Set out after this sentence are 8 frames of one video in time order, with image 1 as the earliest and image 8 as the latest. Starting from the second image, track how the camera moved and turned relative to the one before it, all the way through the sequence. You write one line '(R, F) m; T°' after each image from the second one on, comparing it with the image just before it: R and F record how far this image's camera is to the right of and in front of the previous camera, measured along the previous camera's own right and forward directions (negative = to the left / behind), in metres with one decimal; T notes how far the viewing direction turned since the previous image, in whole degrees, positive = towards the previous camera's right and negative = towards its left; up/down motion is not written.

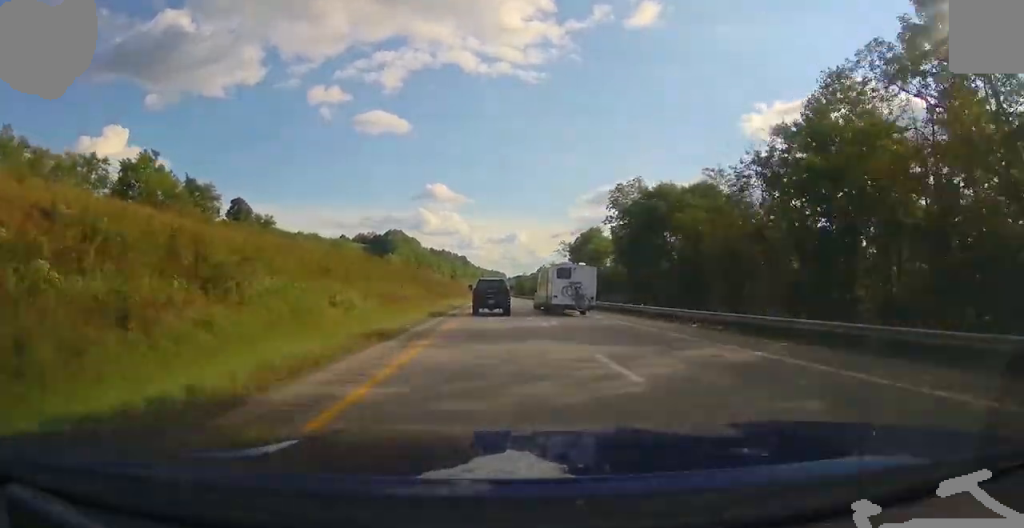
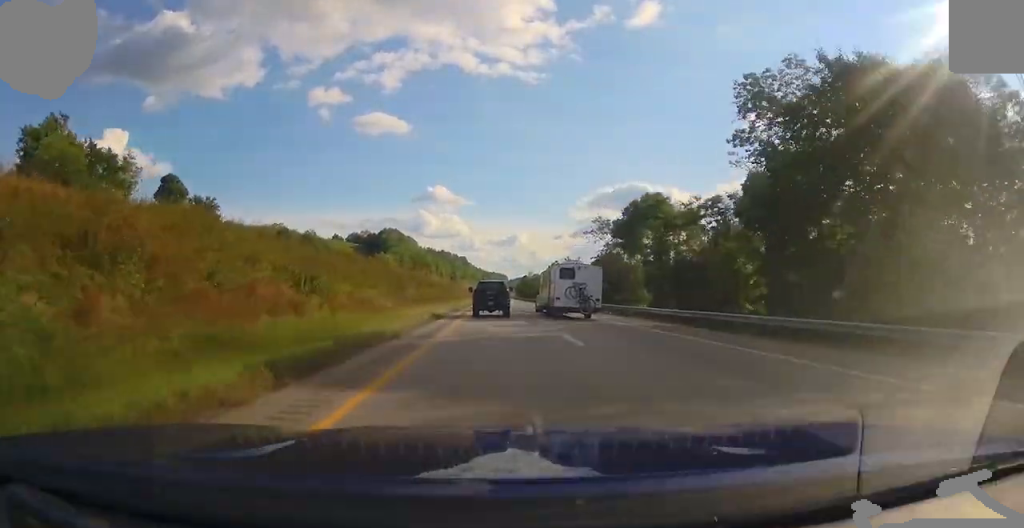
(0.0, +31.0) m; 0°
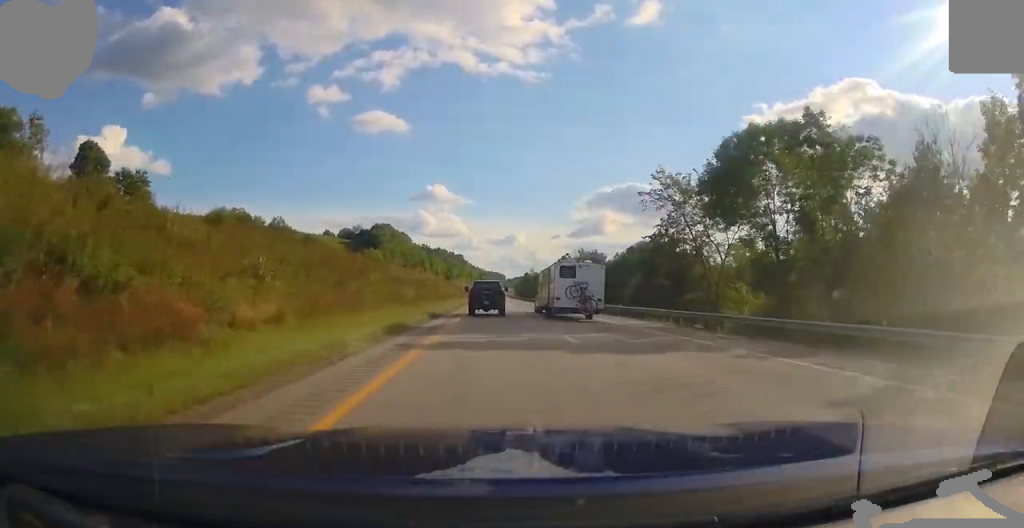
(0.0, +24.1) m; 0°
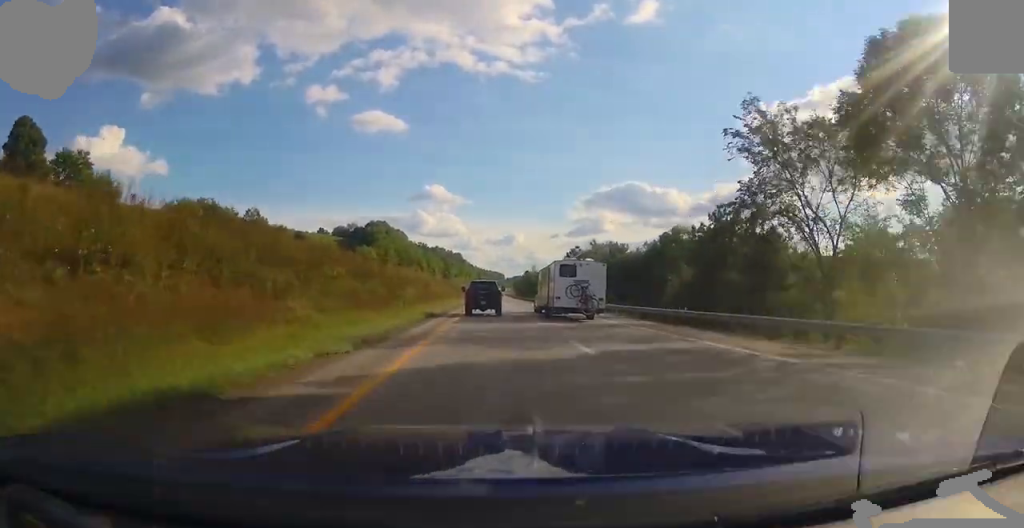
(0.0, +14.9) m; 0°
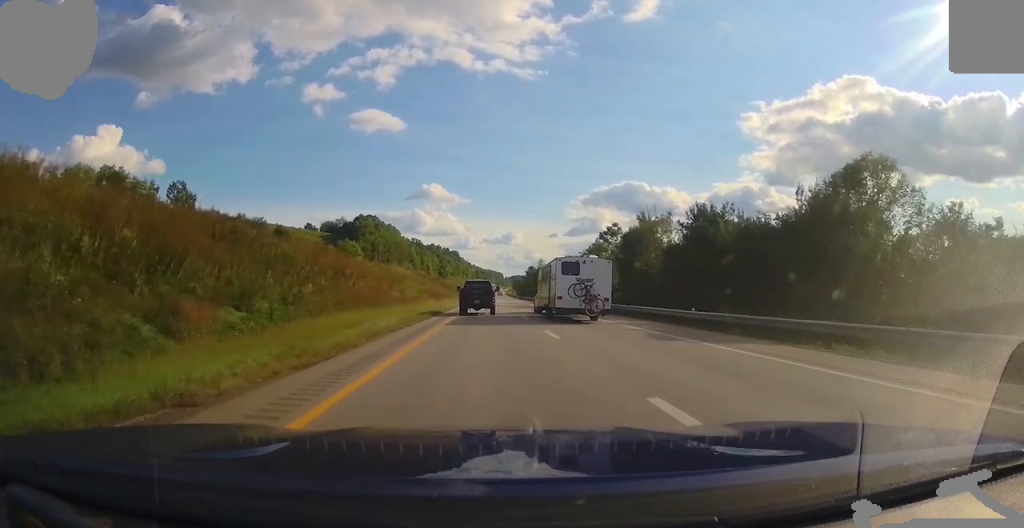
(0.0, +32.2) m; 0°
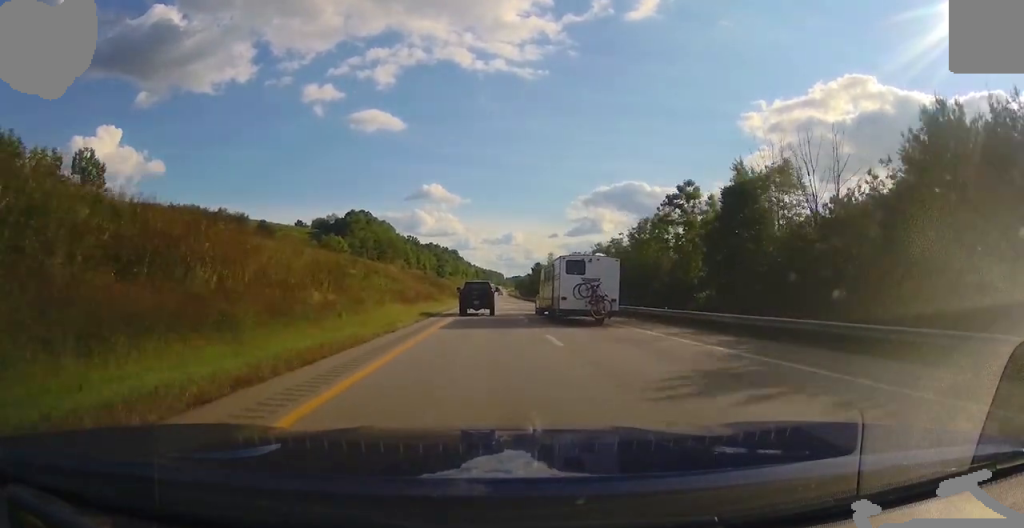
(-0.1, +26.6) m; +1°
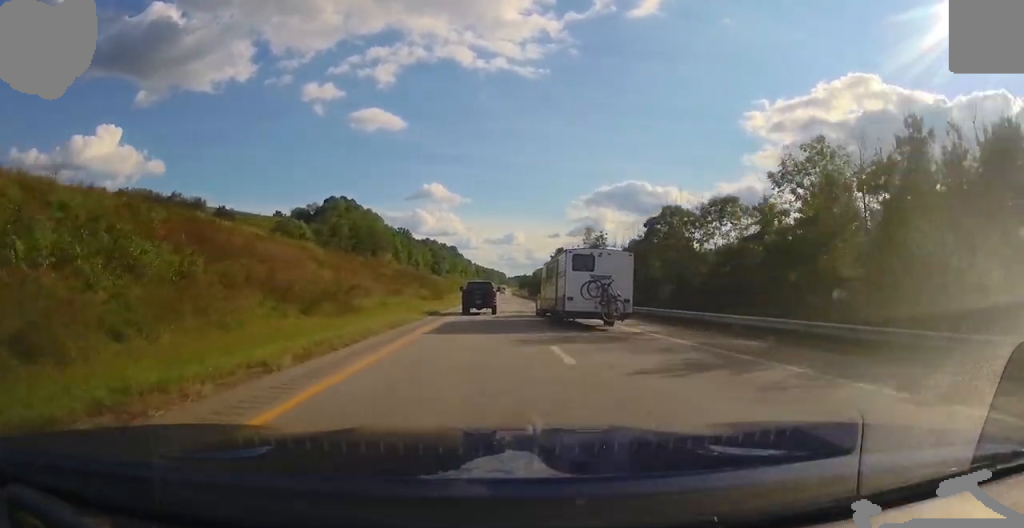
(+0.3, +53.1) m; 0°
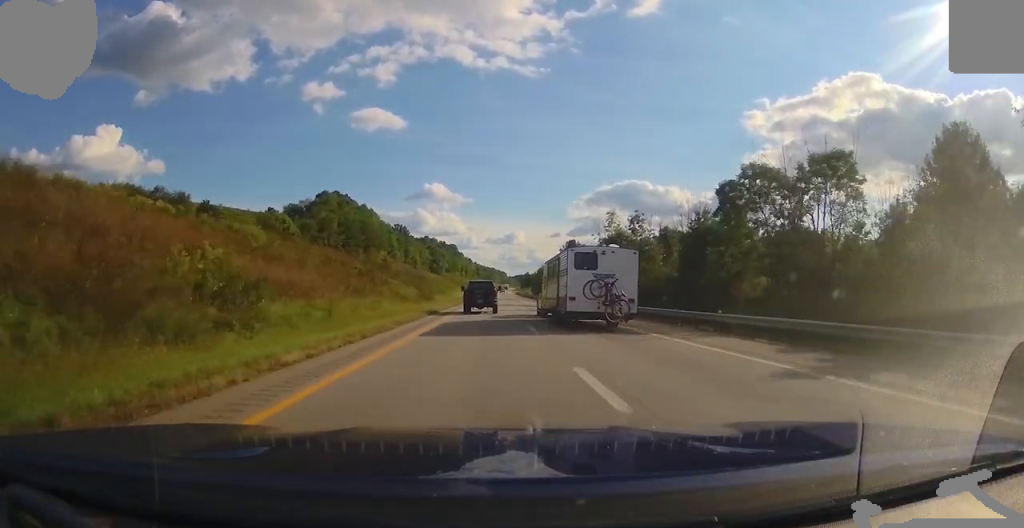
(-0.1, +16.1) m; 0°
